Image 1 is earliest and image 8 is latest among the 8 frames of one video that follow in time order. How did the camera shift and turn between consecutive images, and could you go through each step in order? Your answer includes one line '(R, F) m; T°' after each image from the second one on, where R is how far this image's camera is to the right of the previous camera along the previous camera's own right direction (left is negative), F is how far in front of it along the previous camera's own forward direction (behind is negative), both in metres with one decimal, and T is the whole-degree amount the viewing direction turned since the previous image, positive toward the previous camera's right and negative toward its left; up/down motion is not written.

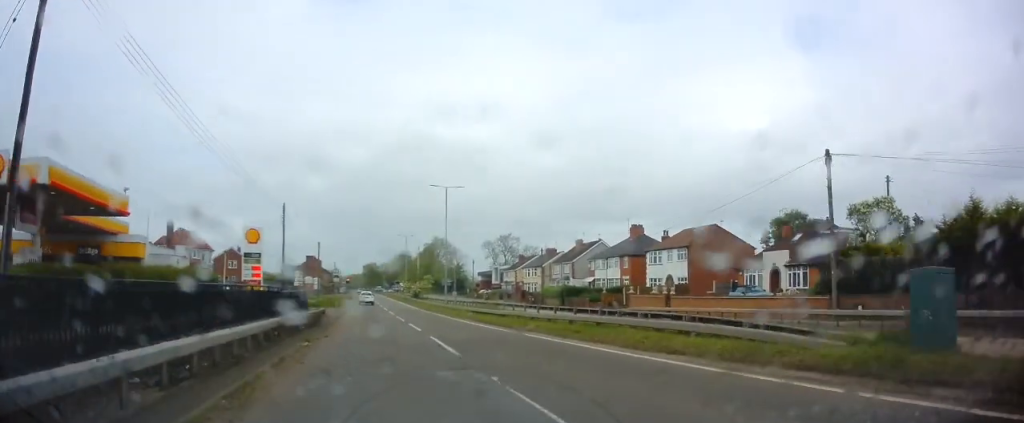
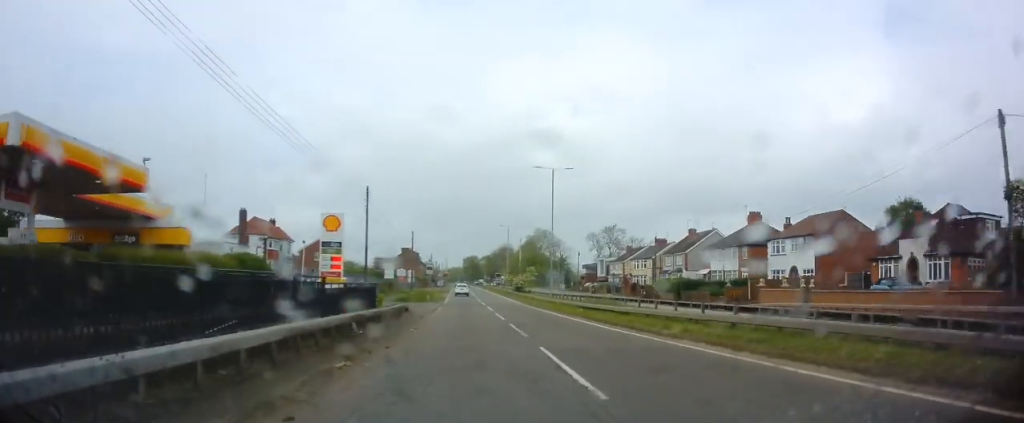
(-0.6, +5.7) m; -7°
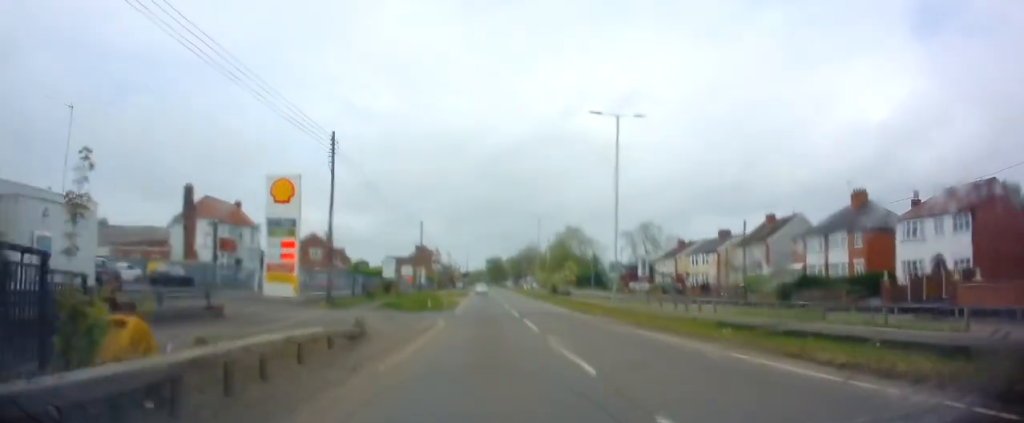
(-1.7, +16.5) m; -8°
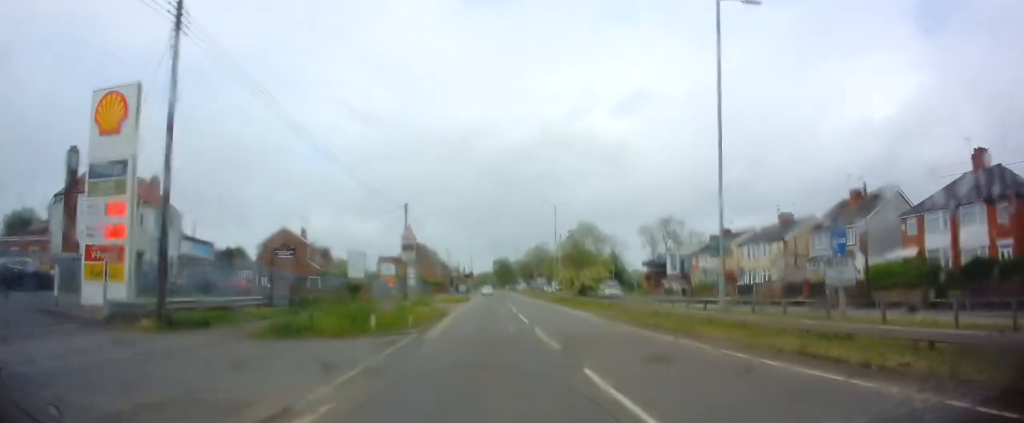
(+0.2, +15.6) m; +1°
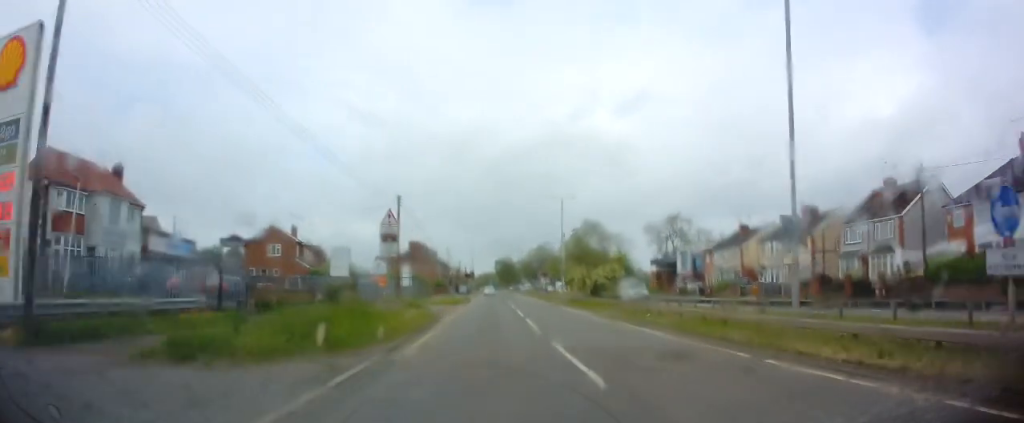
(+0.1, +4.9) m; 0°
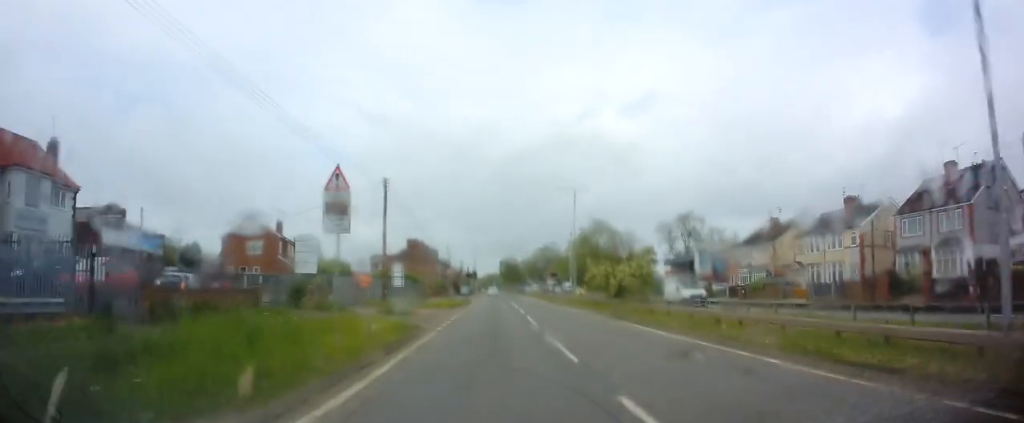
(-0.1, +7.2) m; -1°
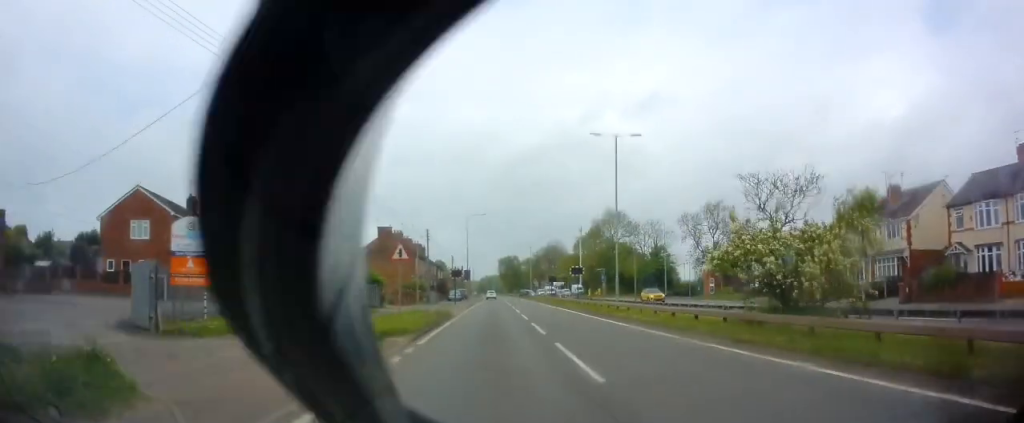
(-0.5, +22.2) m; -1°
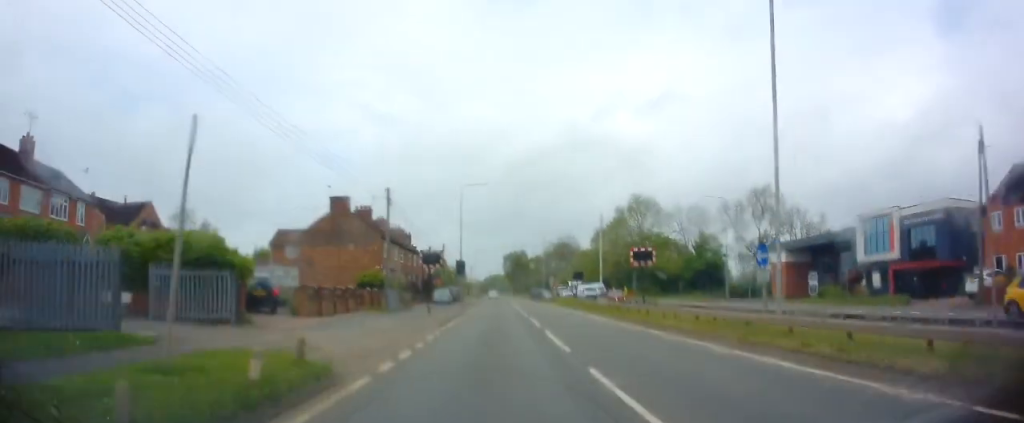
(+0.1, +22.8) m; +2°
